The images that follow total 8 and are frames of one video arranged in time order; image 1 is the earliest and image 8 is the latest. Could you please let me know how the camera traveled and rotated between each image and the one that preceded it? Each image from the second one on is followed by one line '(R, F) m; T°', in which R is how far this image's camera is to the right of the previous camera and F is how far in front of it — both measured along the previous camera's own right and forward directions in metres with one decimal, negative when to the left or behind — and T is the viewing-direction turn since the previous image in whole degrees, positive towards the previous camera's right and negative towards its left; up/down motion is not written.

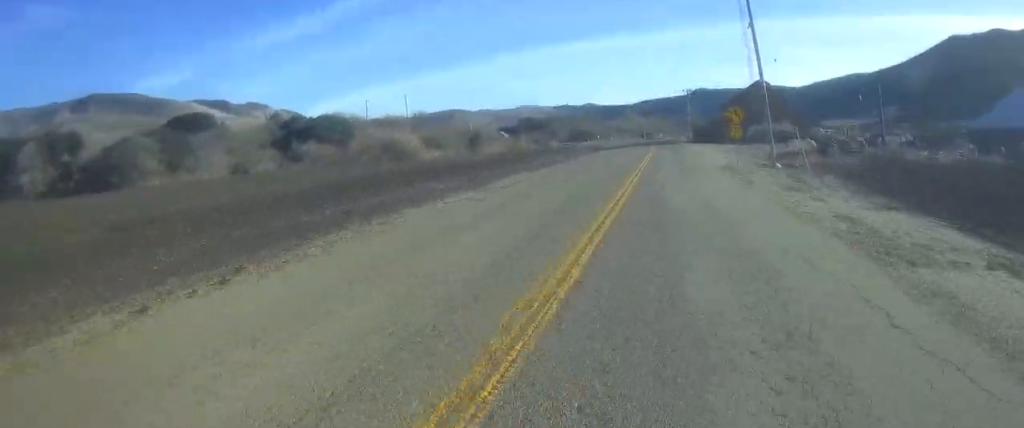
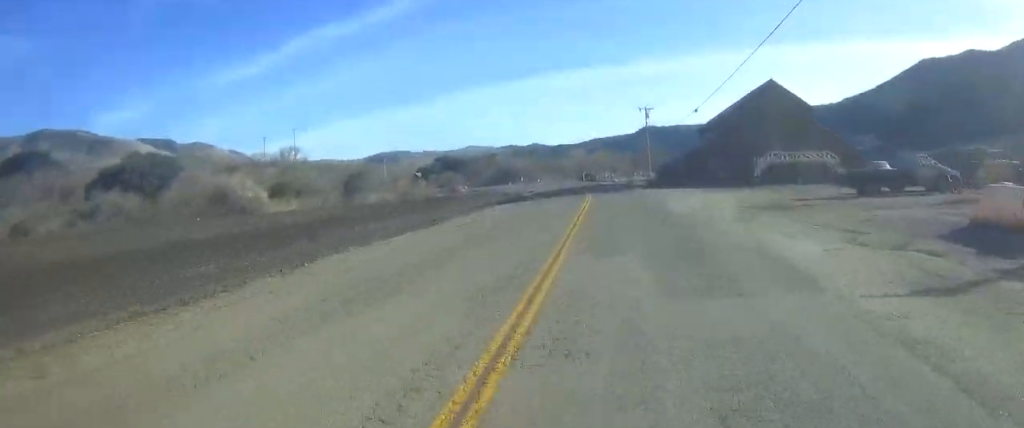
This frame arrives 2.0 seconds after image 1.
(+0.5, +41.8) m; +1°
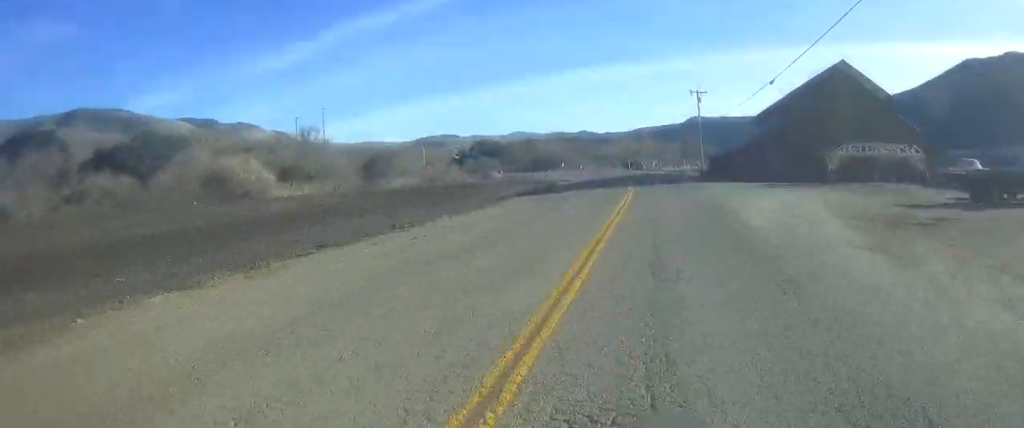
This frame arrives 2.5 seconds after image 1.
(0.0, +10.7) m; 0°
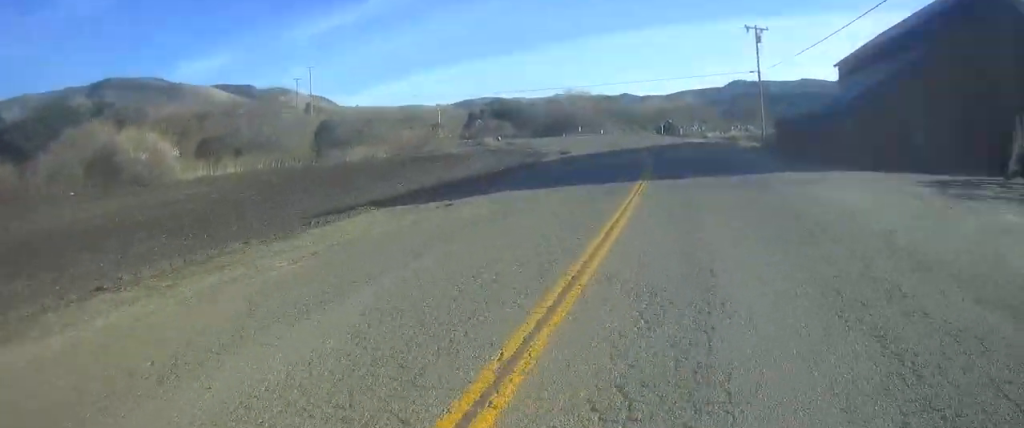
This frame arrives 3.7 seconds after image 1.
(0.0, +24.8) m; 0°
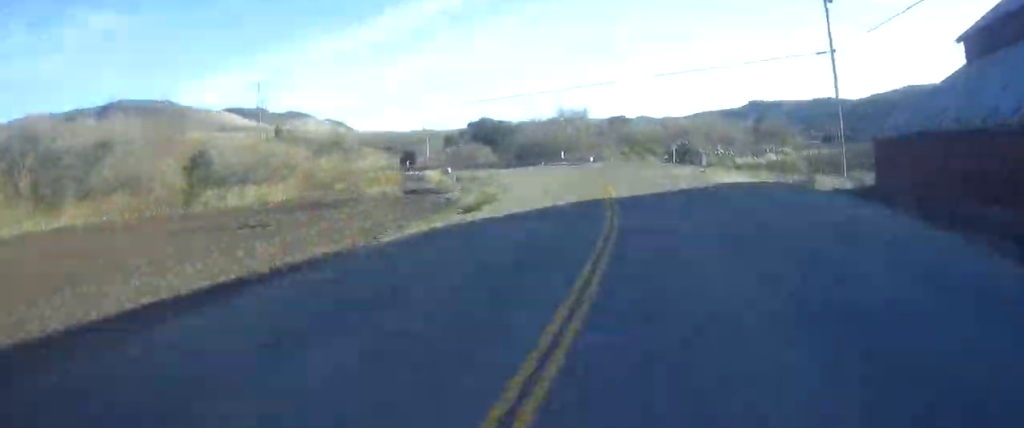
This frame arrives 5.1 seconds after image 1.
(-0.3, +23.0) m; -2°
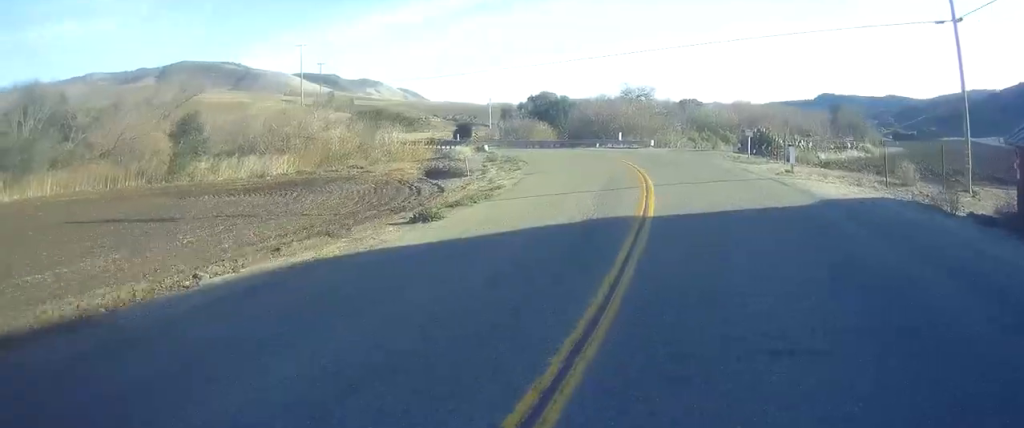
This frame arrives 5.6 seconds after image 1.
(-0.2, +9.0) m; -1°
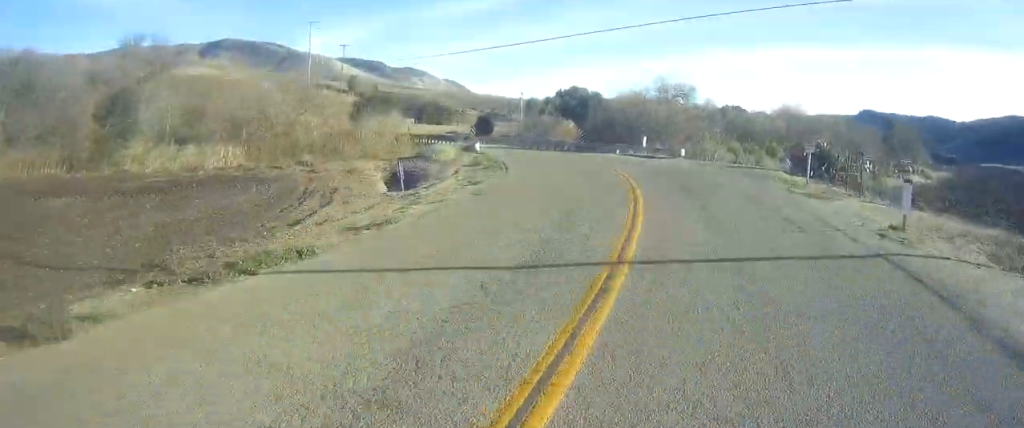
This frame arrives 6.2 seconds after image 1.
(0.0, +10.4) m; -3°
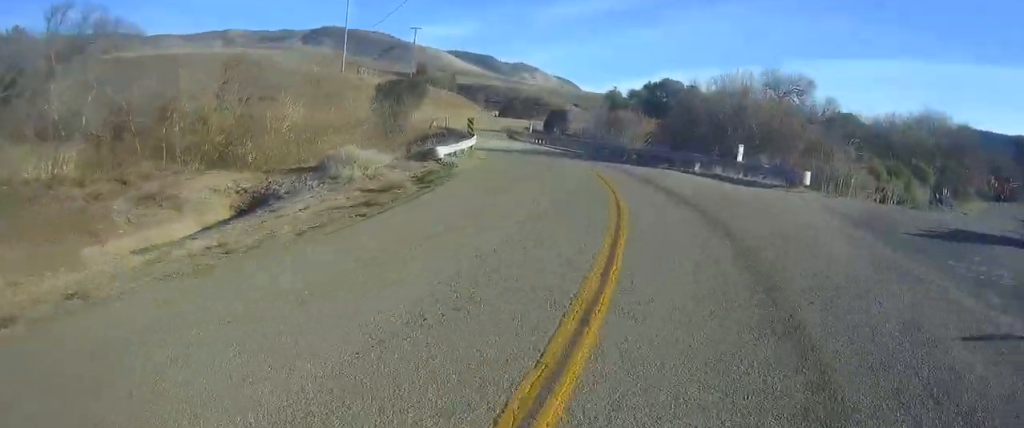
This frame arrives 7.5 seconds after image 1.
(-1.4, +19.0) m; -13°
